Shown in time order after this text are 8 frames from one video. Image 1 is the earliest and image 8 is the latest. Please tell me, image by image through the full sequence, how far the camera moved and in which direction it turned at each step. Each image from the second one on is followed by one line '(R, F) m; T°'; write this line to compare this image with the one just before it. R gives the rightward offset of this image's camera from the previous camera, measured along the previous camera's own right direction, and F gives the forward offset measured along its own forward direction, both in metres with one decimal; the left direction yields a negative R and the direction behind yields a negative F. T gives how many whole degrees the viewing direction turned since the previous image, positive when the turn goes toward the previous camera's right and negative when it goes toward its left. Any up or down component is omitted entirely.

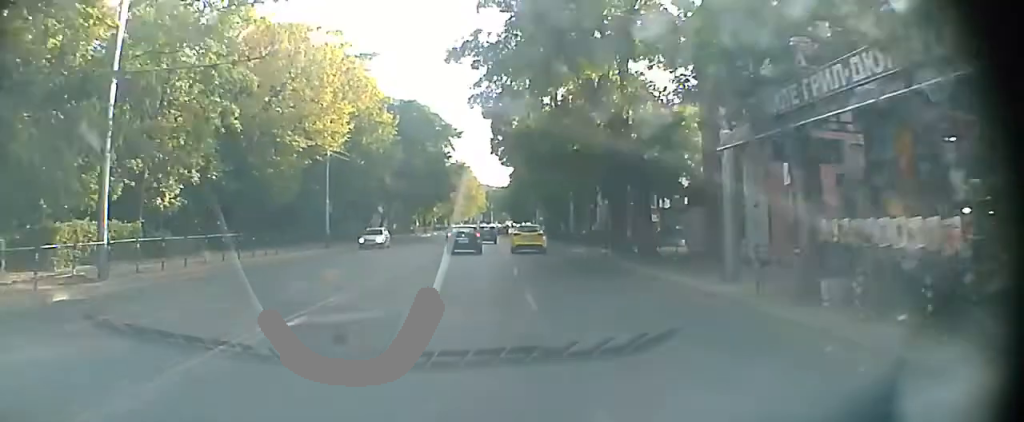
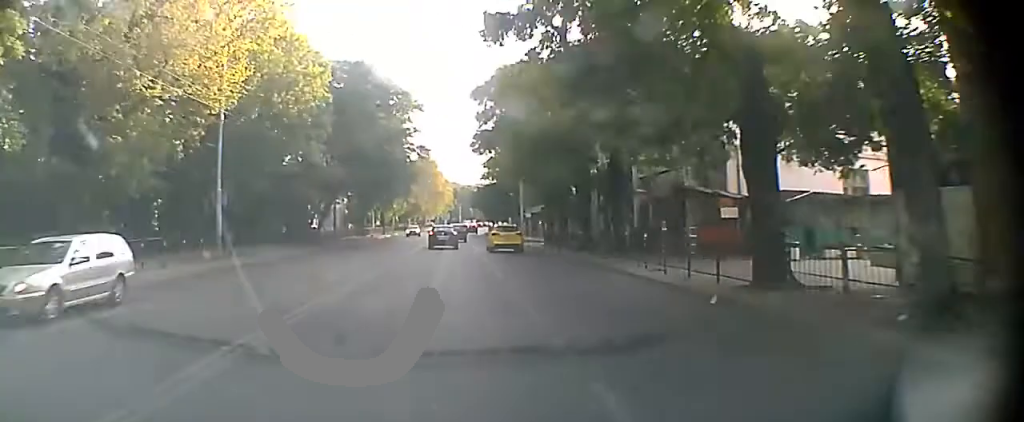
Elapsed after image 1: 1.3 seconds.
(+0.1, +14.0) m; +1°
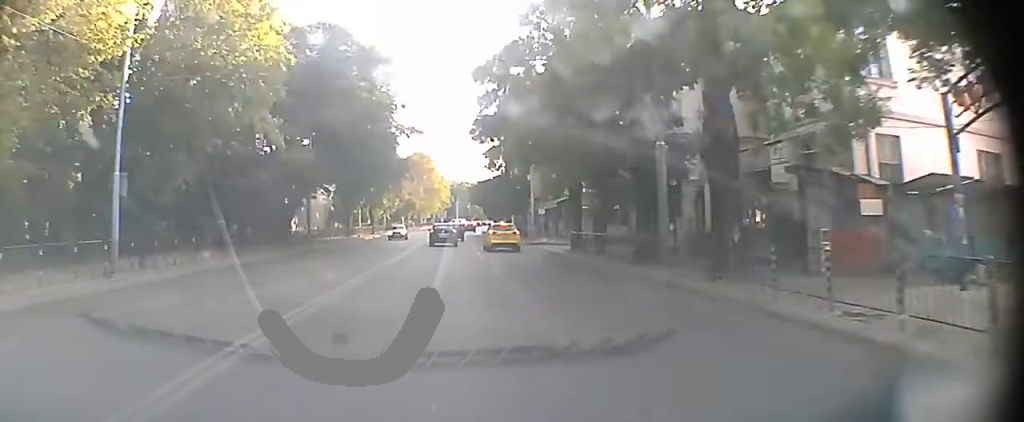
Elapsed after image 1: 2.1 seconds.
(+0.1, +9.3) m; 0°
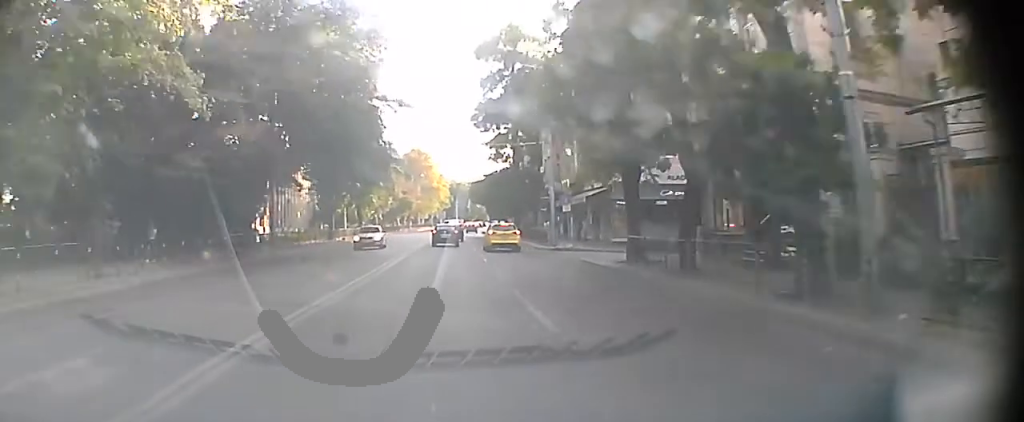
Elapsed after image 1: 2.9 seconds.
(0.0, +10.4) m; 0°
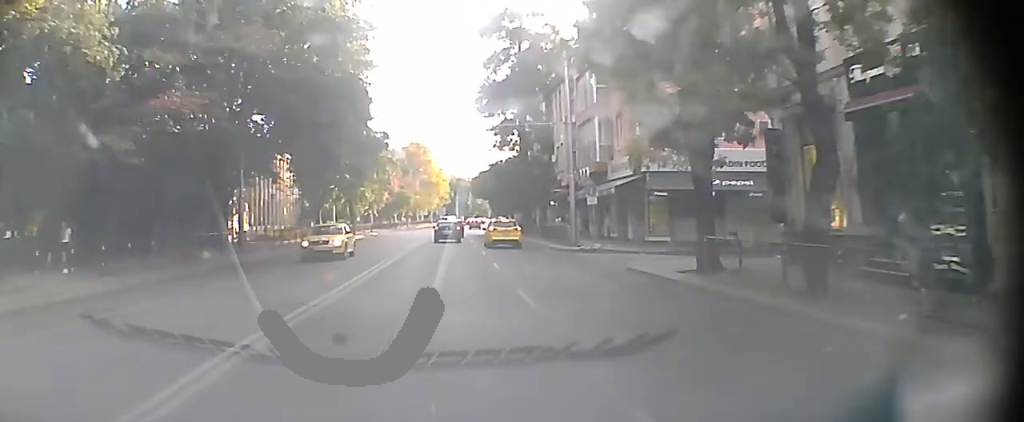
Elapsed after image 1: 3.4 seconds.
(0.0, +5.9) m; 0°
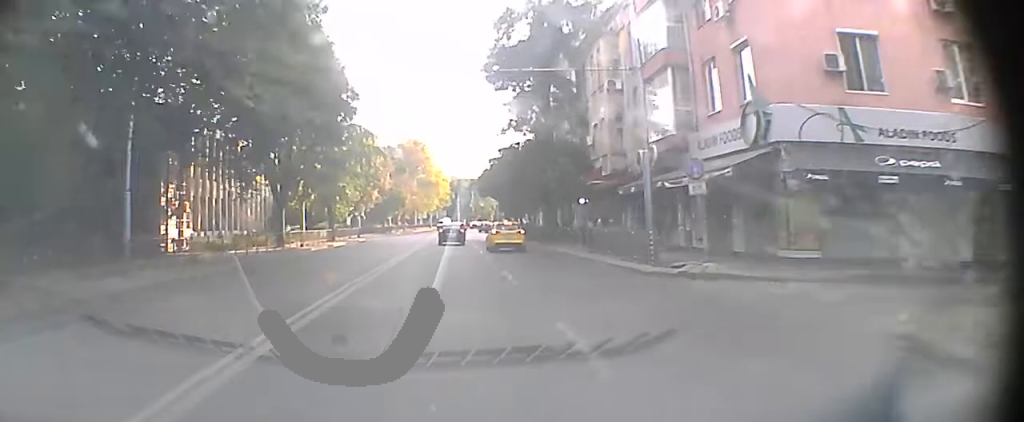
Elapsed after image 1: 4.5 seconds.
(0.0, +13.8) m; 0°
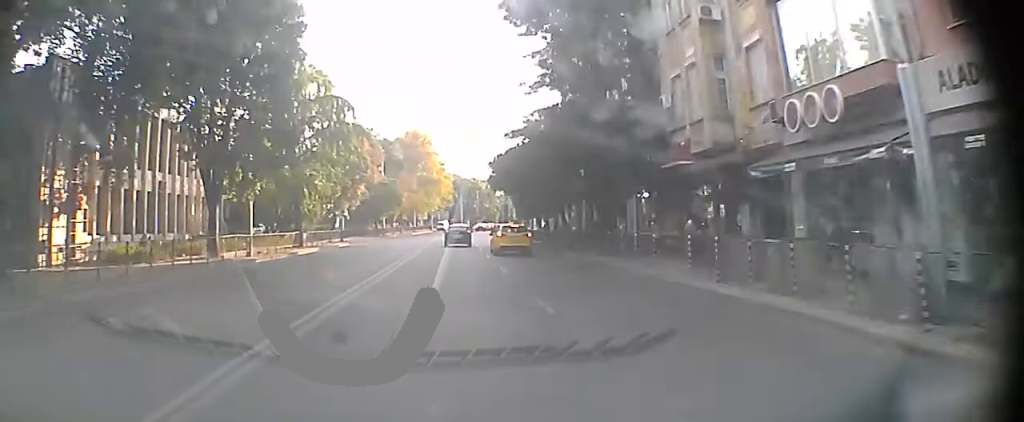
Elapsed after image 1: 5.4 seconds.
(+0.1, +12.4) m; +1°
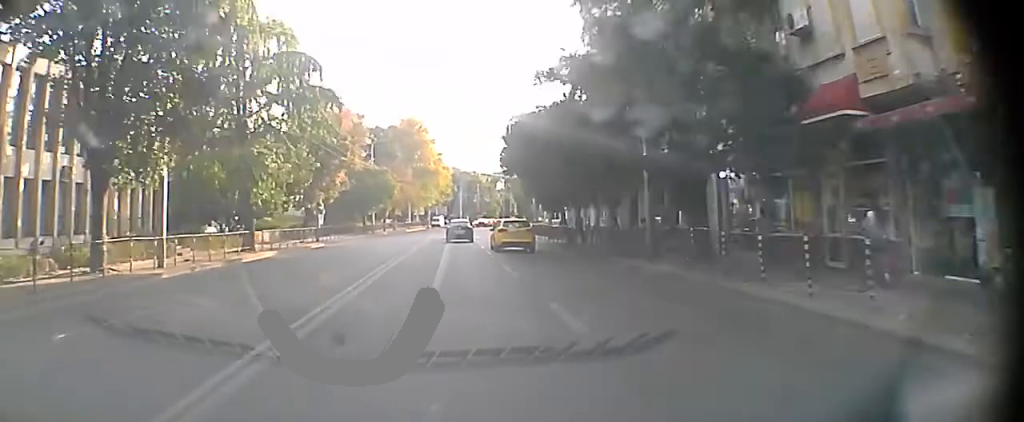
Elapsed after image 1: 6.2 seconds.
(+0.1, +10.8) m; +1°
